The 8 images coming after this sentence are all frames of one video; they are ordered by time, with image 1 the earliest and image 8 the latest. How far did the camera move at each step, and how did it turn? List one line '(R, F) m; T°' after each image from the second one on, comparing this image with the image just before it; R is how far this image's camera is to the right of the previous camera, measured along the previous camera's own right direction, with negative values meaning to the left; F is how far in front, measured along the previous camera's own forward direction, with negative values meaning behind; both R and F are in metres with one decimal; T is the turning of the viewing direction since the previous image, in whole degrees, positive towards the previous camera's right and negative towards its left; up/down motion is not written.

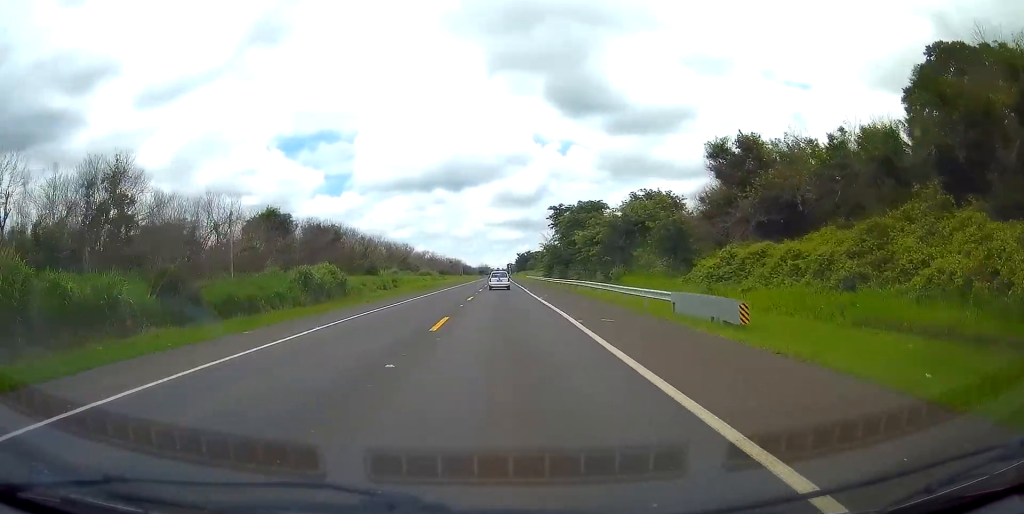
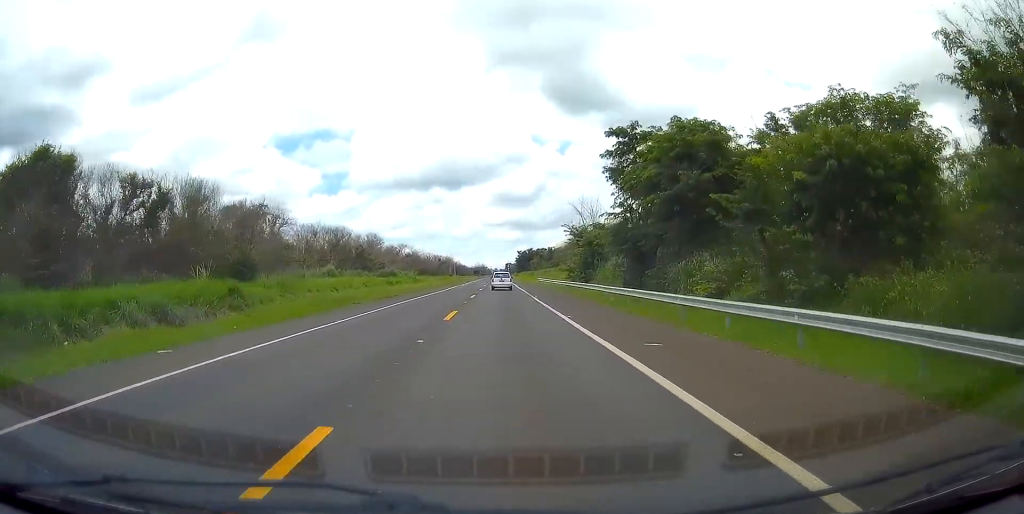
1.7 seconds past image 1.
(0.0, +44.9) m; 0°
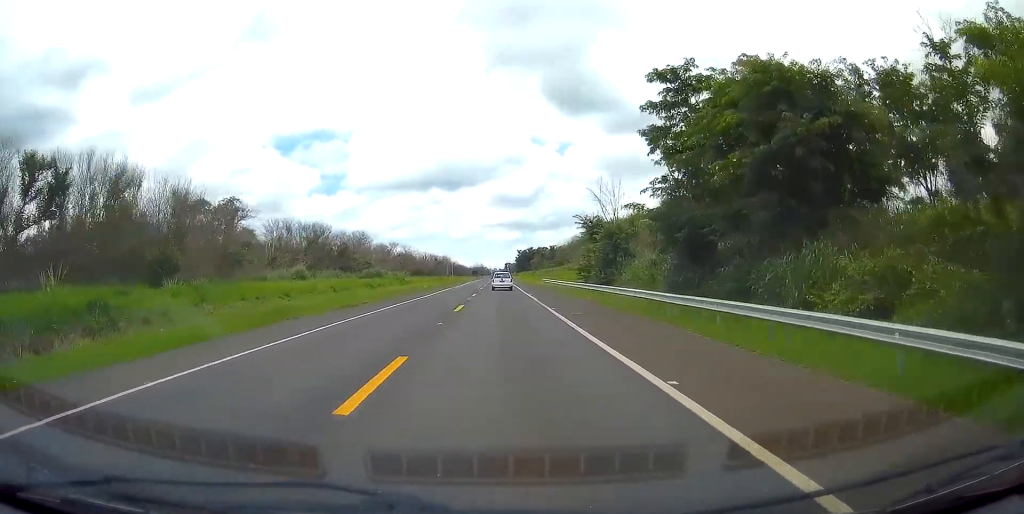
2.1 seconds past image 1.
(+0.1, +11.5) m; 0°
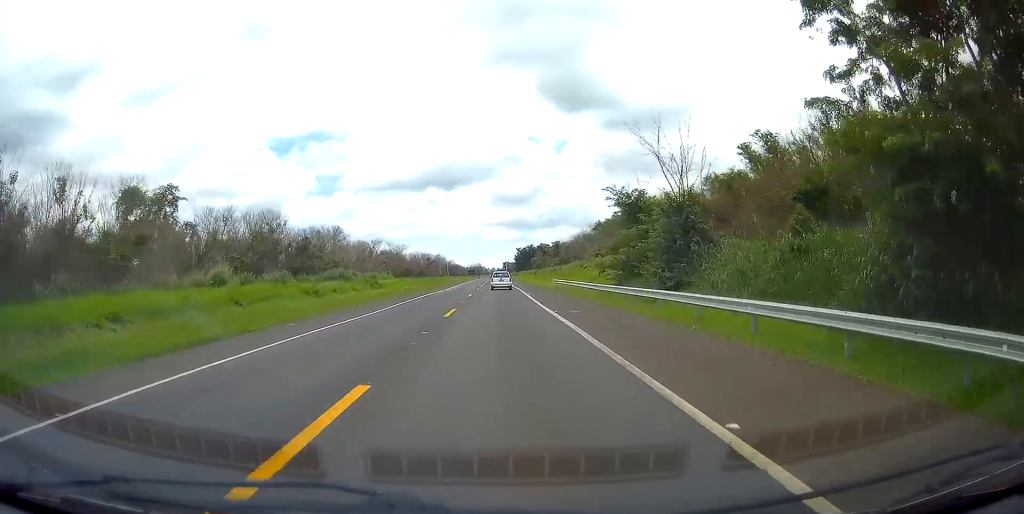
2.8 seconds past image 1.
(-0.1, +18.6) m; 0°
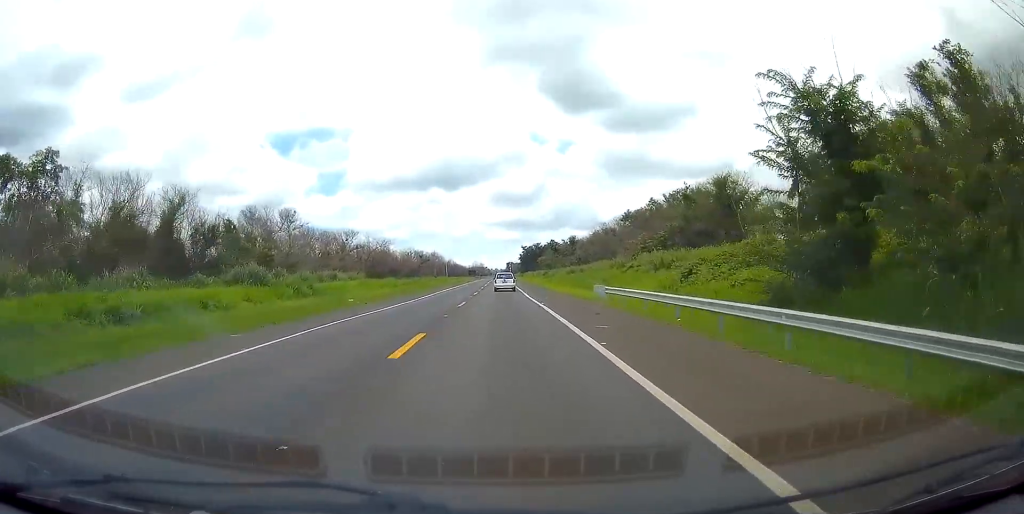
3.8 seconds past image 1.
(-0.2, +25.8) m; 0°
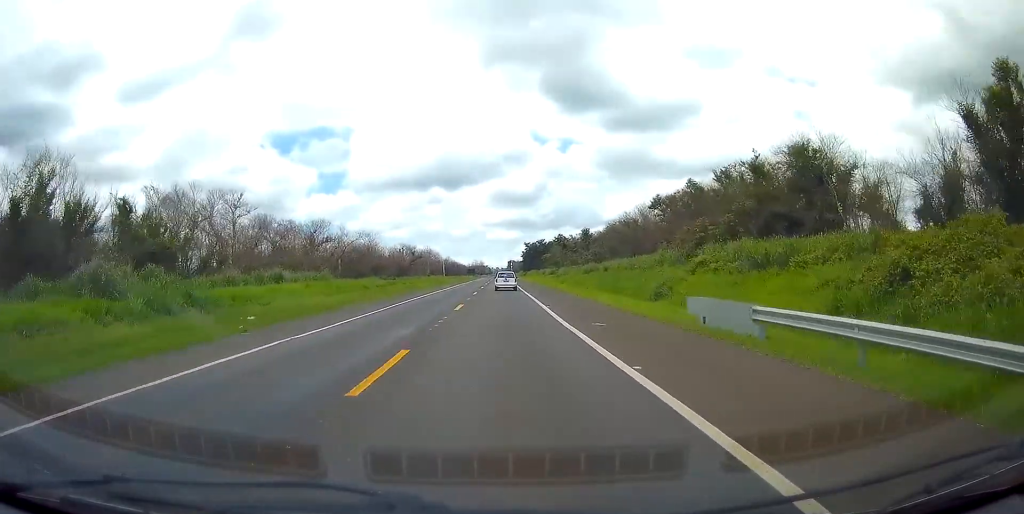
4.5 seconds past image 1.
(0.0, +18.7) m; 0°
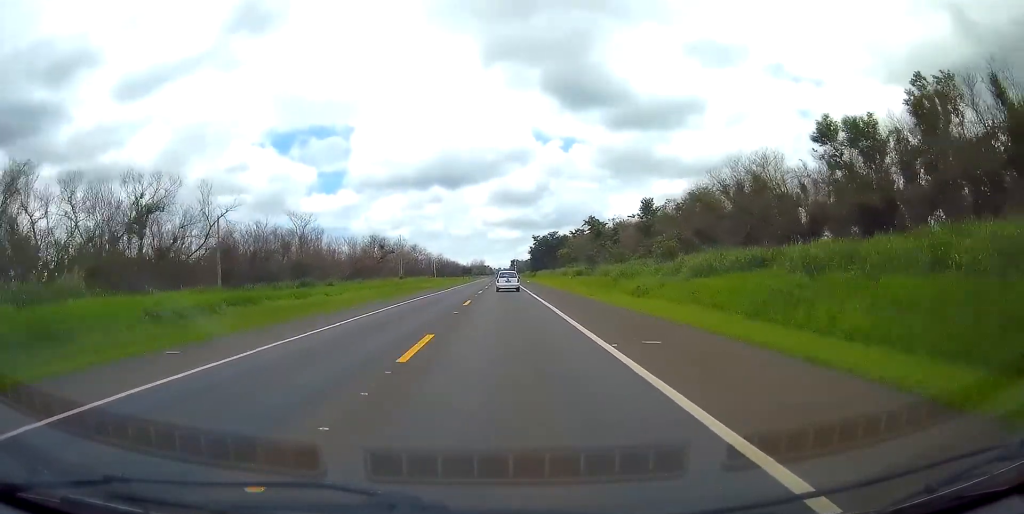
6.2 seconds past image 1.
(+0.1, +45.5) m; +1°
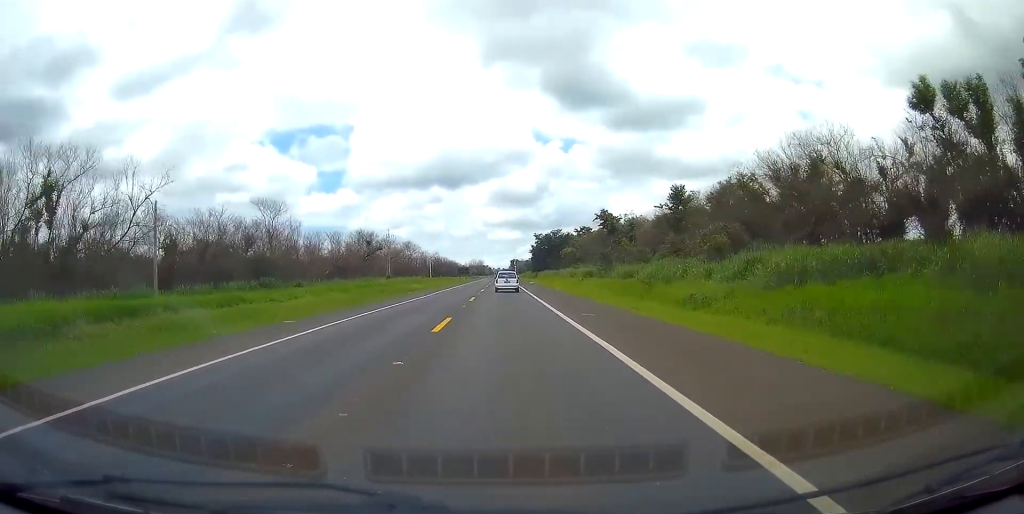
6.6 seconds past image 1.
(0.0, +11.6) m; 0°
